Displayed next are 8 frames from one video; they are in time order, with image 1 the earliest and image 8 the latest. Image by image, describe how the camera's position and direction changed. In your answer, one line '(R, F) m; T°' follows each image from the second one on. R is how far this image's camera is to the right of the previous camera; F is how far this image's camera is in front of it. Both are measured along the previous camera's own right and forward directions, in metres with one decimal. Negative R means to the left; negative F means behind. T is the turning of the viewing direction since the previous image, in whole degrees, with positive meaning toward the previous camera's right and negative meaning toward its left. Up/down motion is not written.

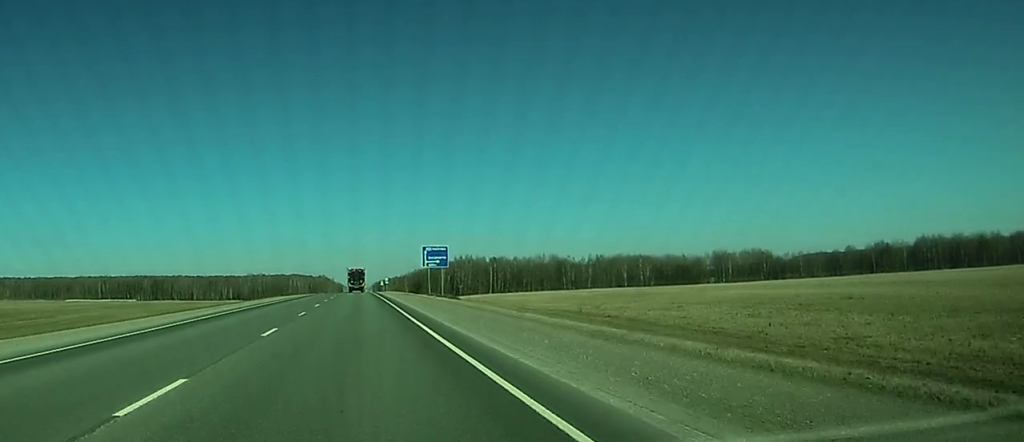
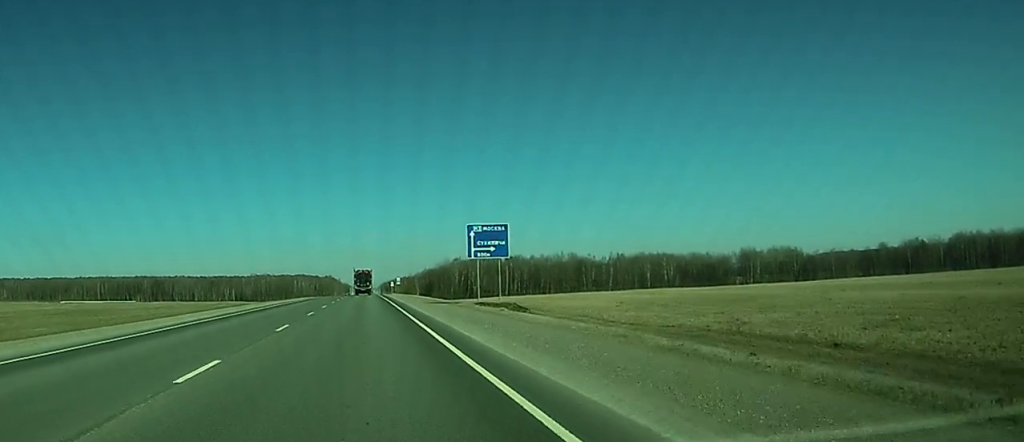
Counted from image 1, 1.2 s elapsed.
(0.0, +34.1) m; 0°
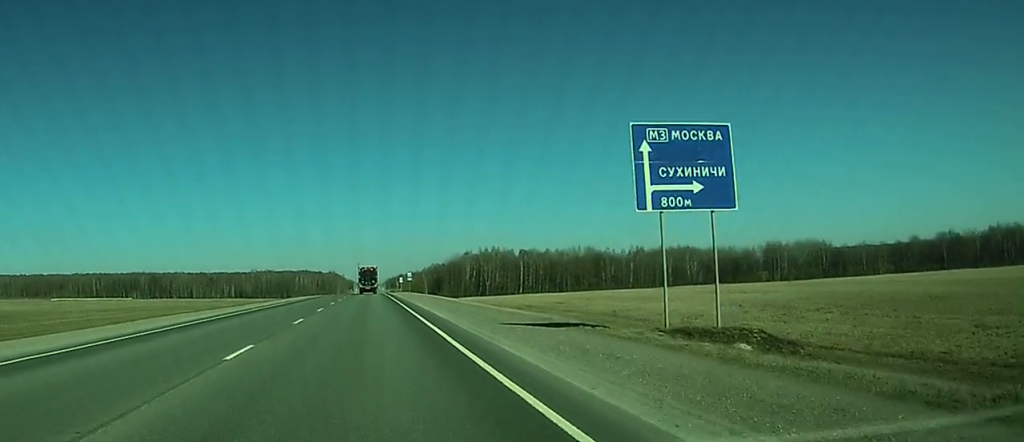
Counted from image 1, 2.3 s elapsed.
(0.0, +33.6) m; 0°
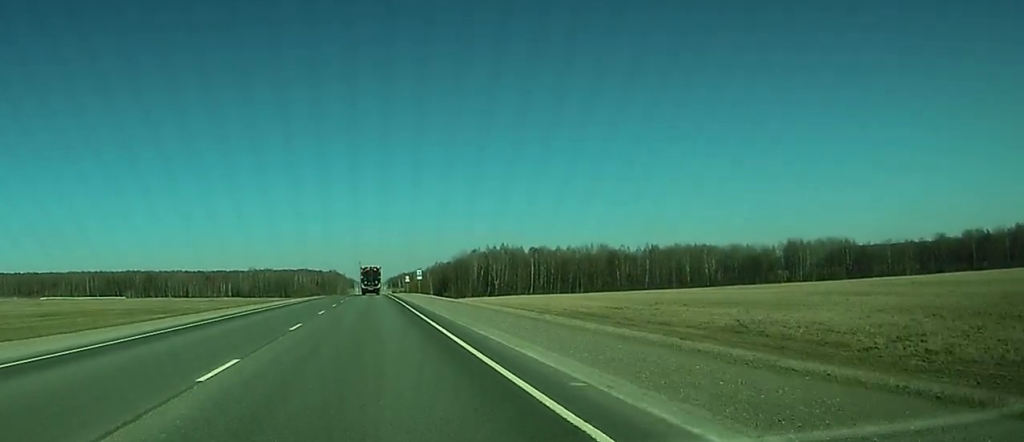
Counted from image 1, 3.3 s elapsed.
(-0.1, +27.5) m; 0°
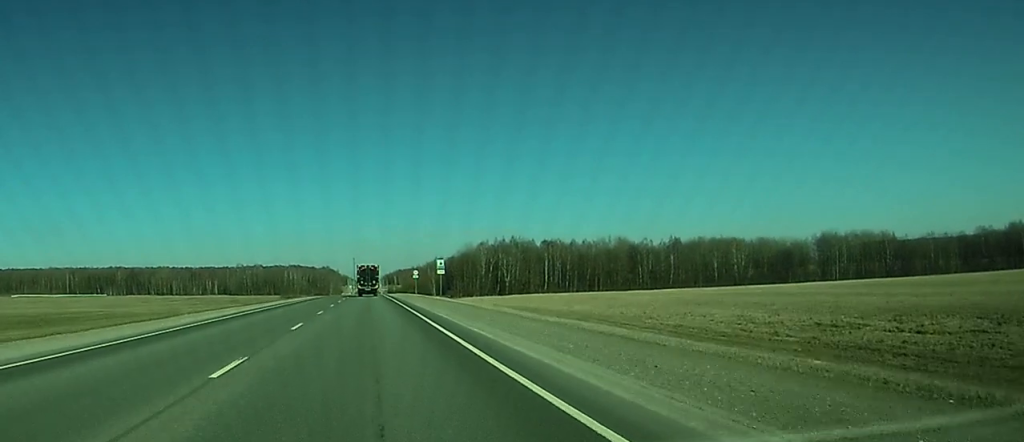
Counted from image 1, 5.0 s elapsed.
(-0.1, +48.4) m; 0°
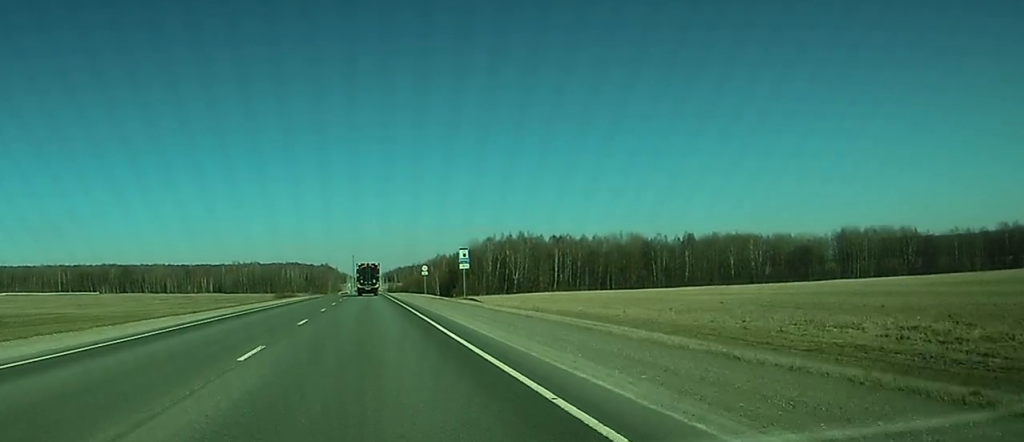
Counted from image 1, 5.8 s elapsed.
(+0.1, +22.0) m; 0°
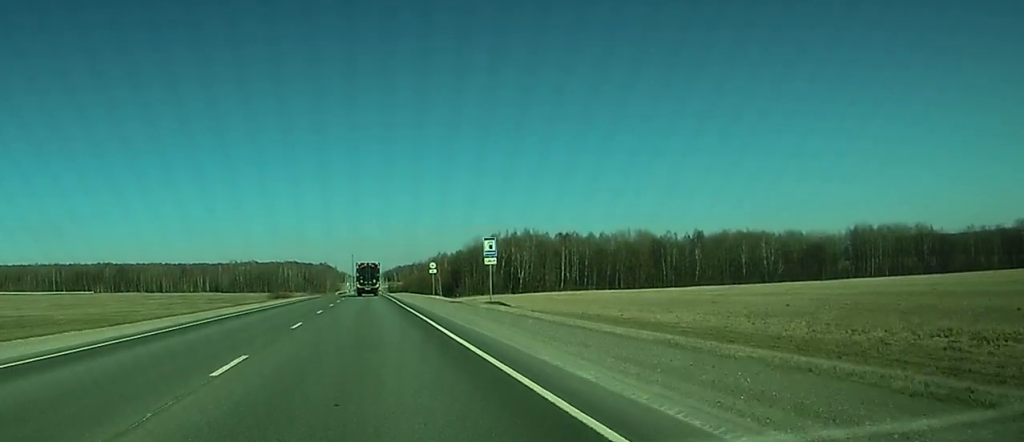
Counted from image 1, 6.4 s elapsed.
(0.0, +14.5) m; 0°
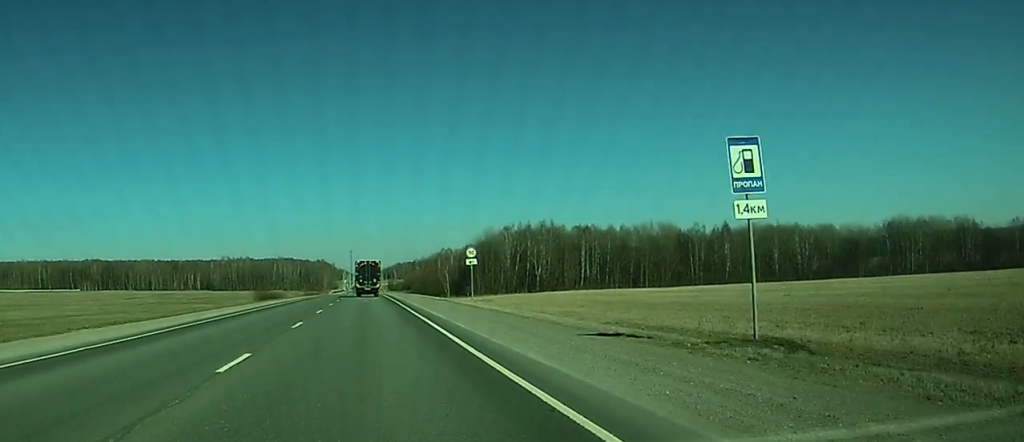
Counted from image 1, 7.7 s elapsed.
(0.0, +36.1) m; 0°
